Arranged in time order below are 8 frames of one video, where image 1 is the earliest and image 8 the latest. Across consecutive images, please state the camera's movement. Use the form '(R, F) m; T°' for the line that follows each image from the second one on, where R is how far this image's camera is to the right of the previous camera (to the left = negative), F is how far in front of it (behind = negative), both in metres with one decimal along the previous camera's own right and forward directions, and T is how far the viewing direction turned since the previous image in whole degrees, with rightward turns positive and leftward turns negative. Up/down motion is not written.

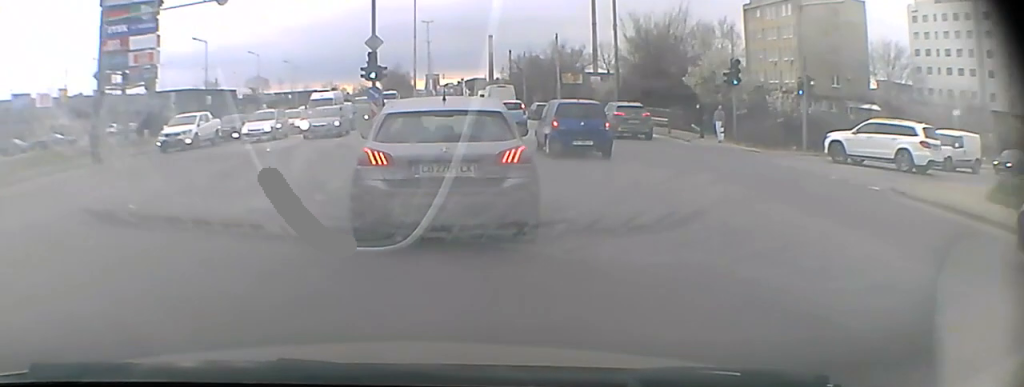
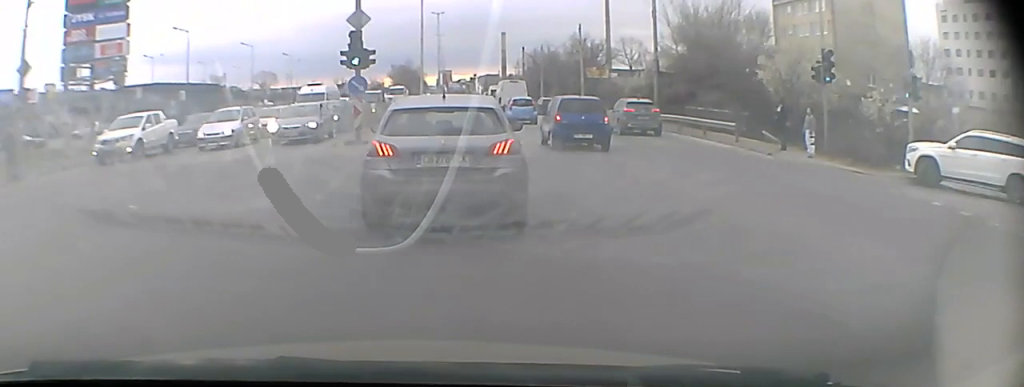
(0.0, +7.5) m; -1°
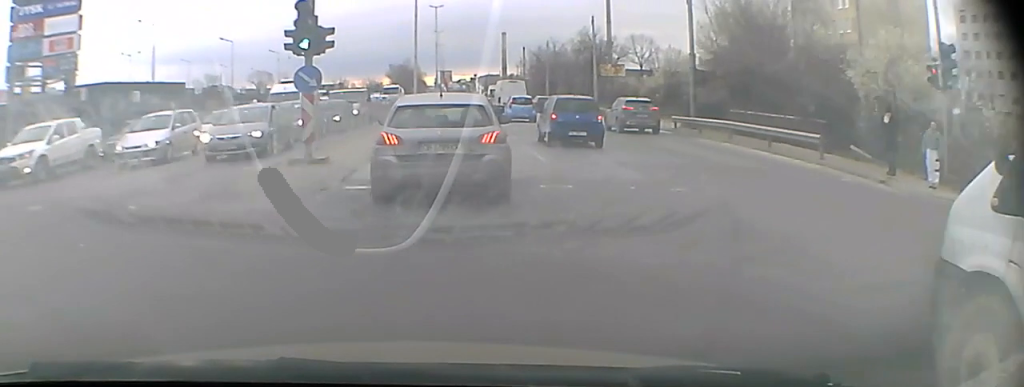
(-0.1, +6.8) m; 0°
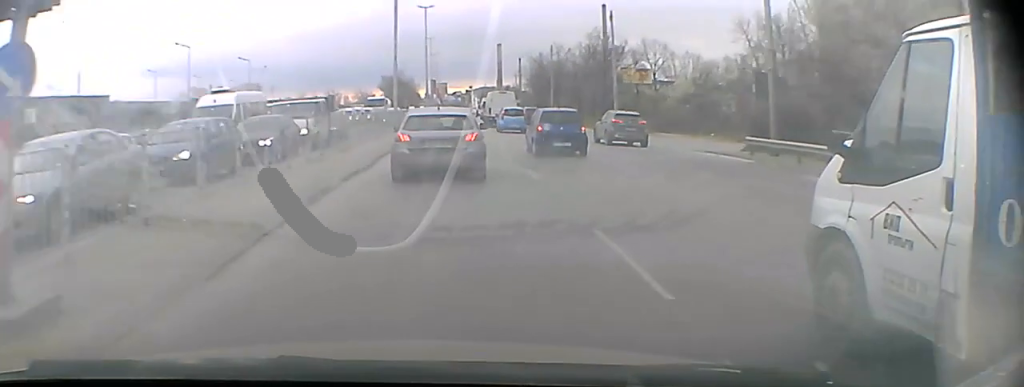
(0.0, +10.5) m; 0°
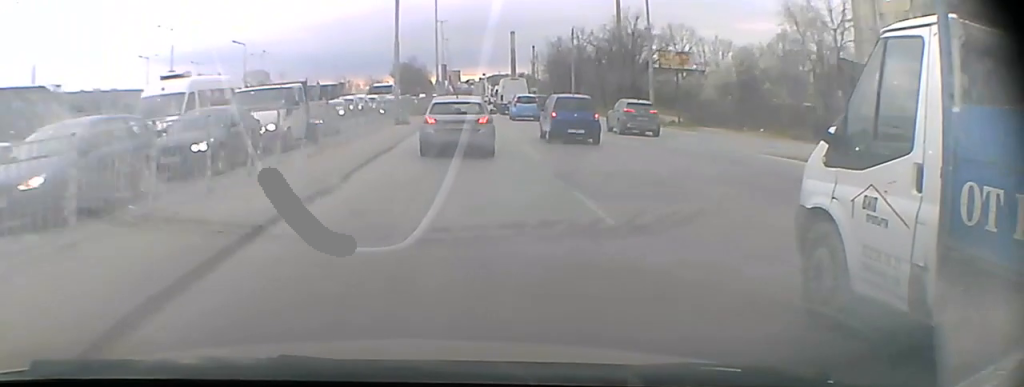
(-0.1, +6.5) m; 0°
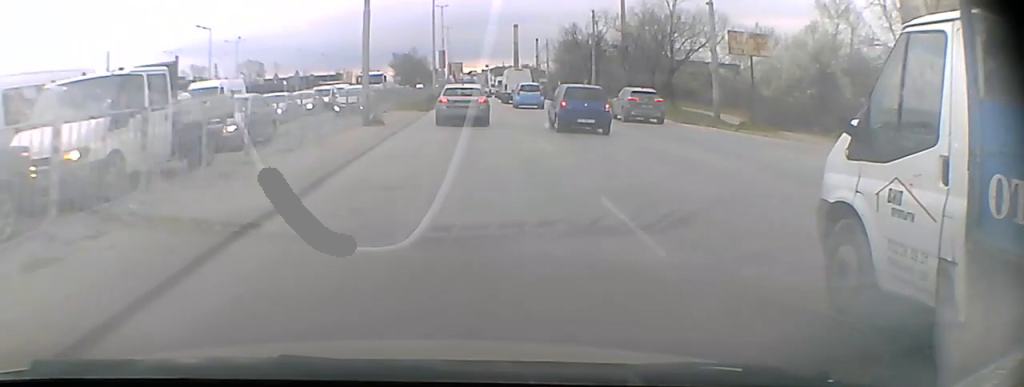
(0.0, +10.7) m; 0°
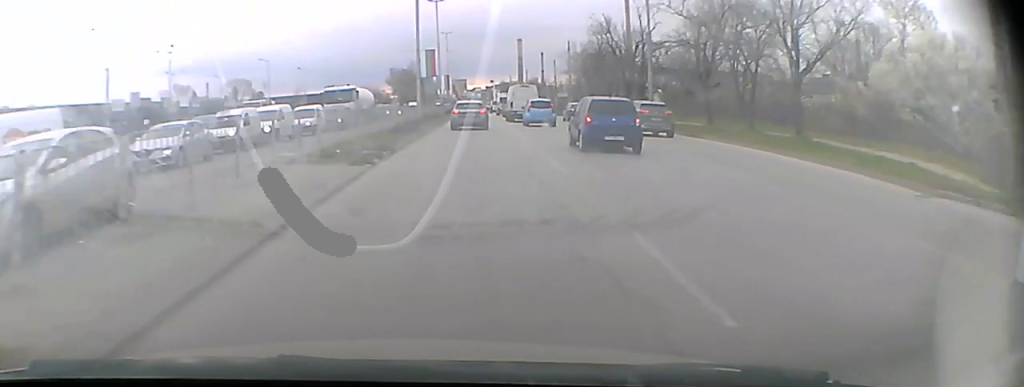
(-0.1, +20.0) m; -1°
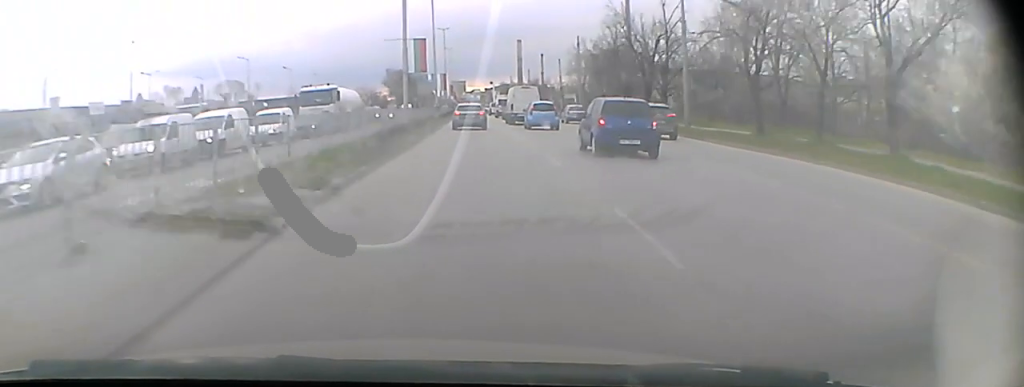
(0.0, +7.3) m; 0°
